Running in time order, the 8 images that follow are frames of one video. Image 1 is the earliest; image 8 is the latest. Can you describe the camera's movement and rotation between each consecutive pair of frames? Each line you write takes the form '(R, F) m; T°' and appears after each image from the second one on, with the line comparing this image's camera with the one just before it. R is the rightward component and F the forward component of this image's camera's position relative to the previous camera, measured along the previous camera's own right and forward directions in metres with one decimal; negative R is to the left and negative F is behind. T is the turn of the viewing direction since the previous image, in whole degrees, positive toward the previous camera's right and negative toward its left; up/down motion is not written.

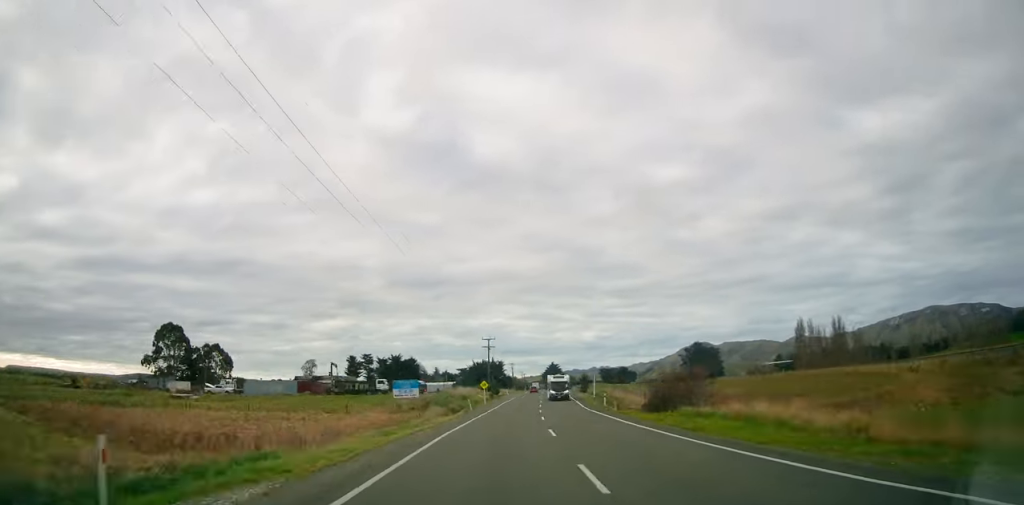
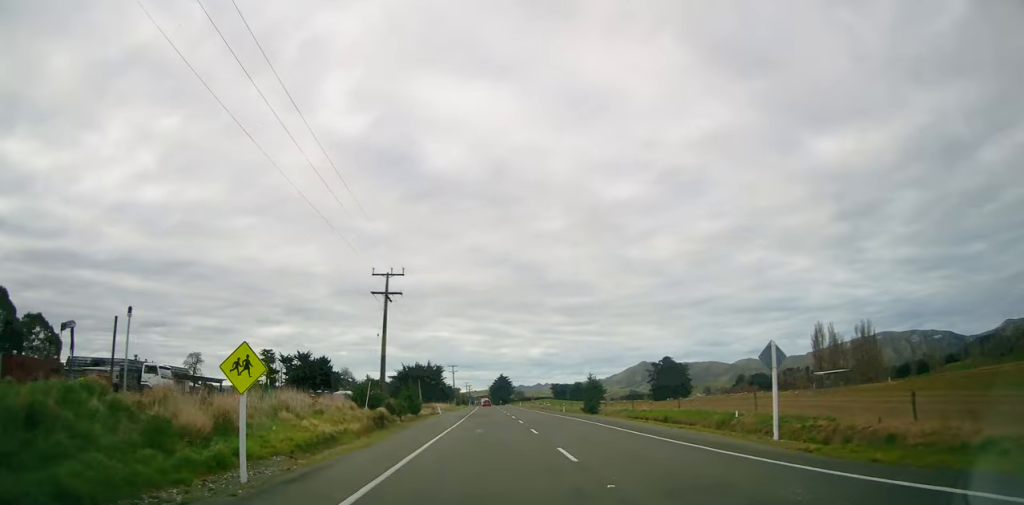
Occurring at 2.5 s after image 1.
(+2.6, +54.7) m; +3°
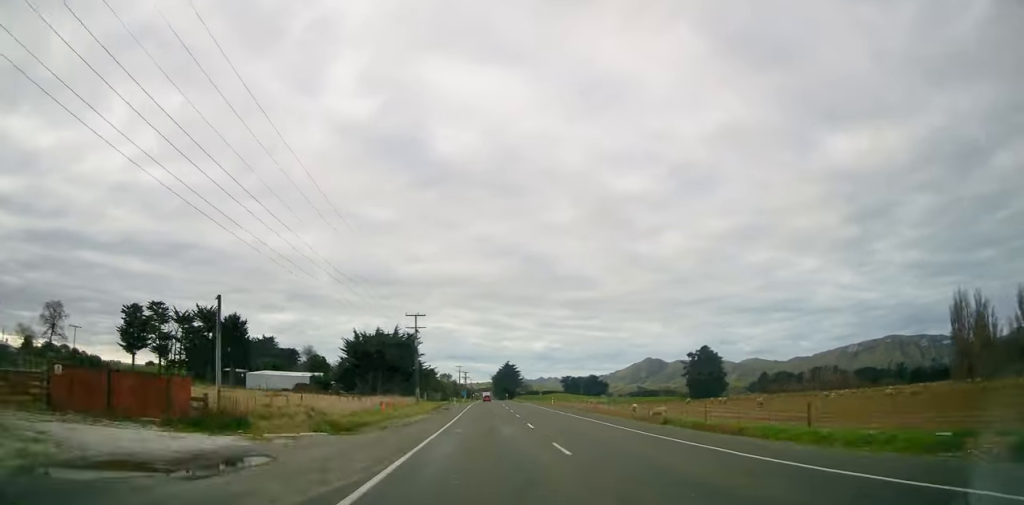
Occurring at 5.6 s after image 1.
(+0.6, +66.1) m; +1°
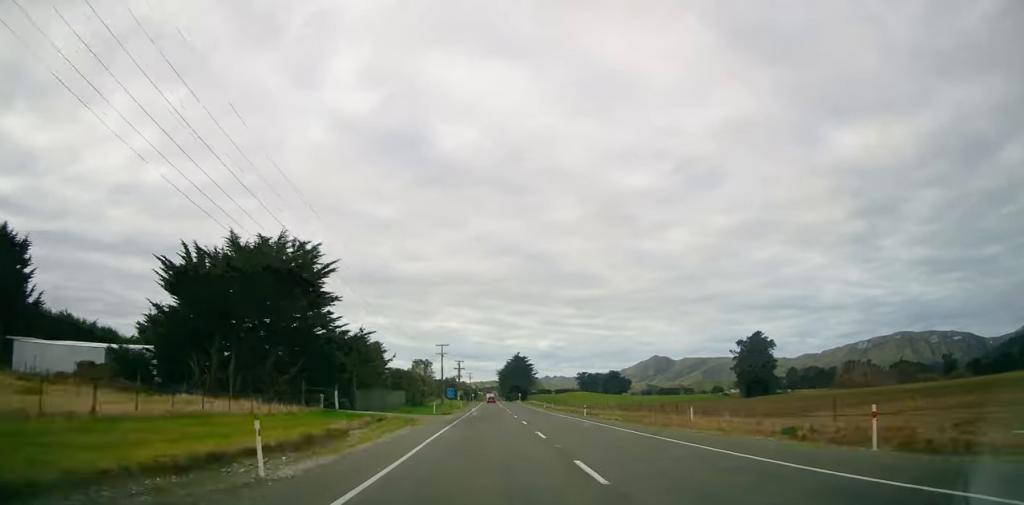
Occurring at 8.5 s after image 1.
(+0.7, +62.9) m; 0°
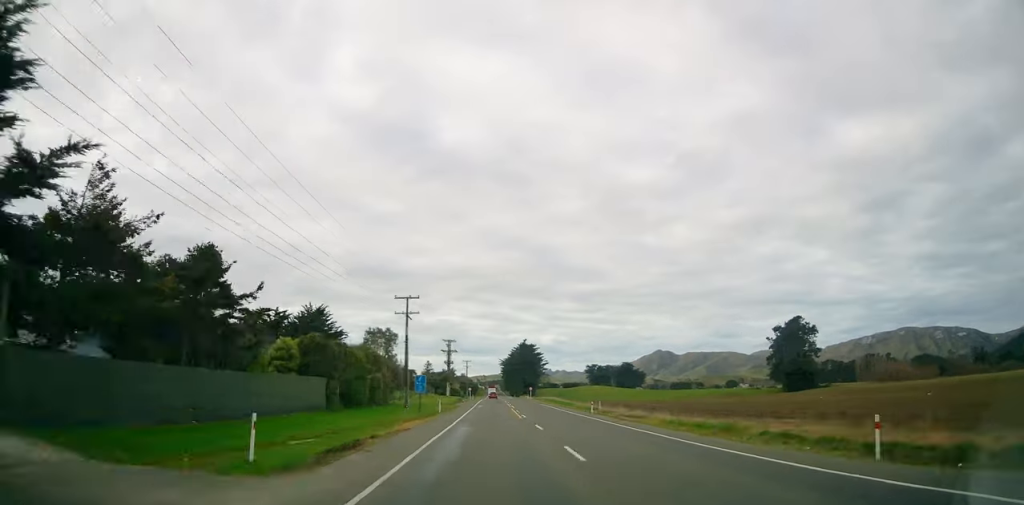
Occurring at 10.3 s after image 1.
(+0.1, +37.0) m; 0°
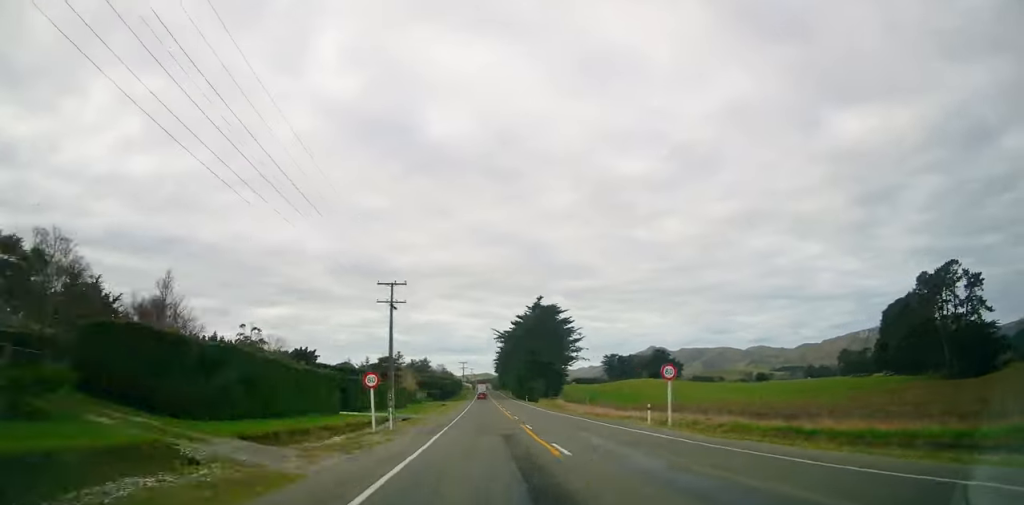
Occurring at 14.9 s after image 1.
(-1.2, +99.3) m; -1°
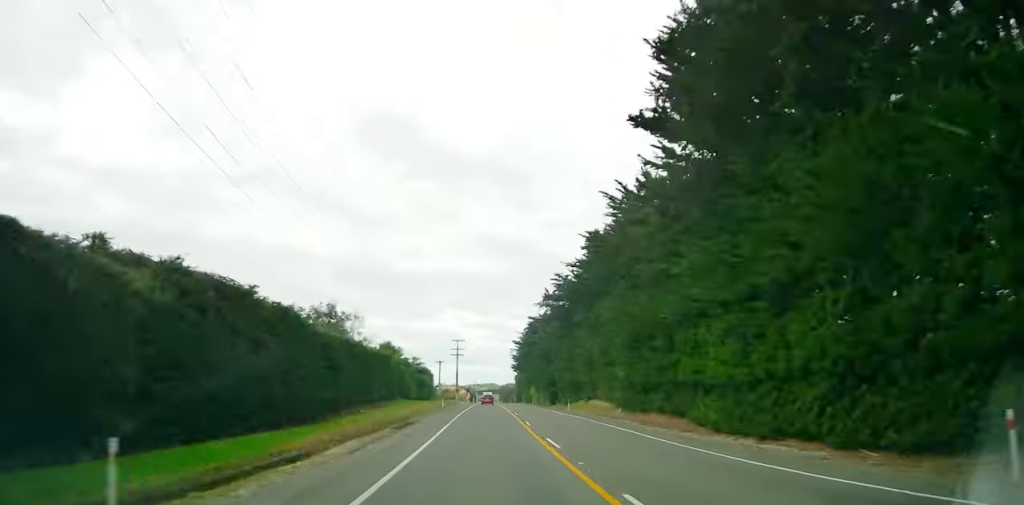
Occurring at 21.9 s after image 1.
(+1.0, +146.4) m; +1°
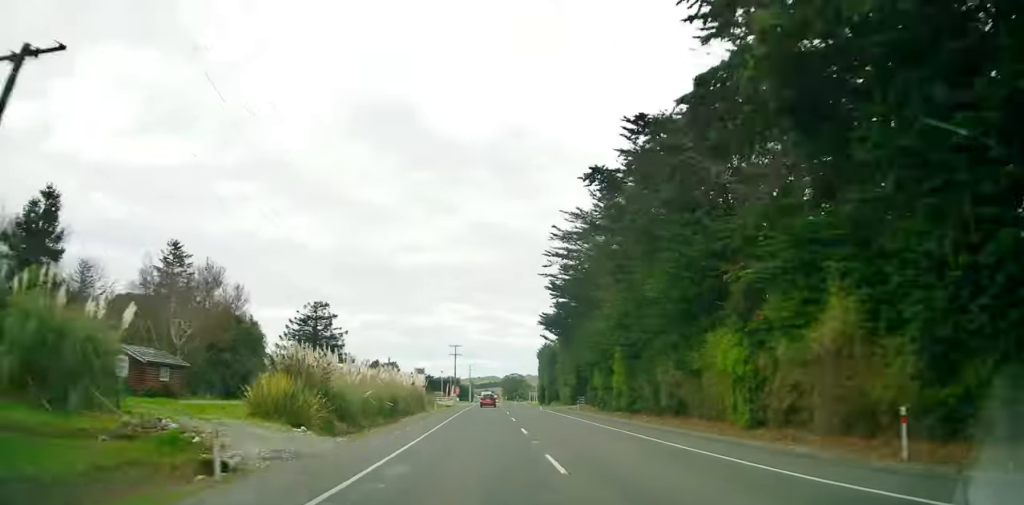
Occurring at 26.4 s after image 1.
(+0.5, +92.7) m; 0°
